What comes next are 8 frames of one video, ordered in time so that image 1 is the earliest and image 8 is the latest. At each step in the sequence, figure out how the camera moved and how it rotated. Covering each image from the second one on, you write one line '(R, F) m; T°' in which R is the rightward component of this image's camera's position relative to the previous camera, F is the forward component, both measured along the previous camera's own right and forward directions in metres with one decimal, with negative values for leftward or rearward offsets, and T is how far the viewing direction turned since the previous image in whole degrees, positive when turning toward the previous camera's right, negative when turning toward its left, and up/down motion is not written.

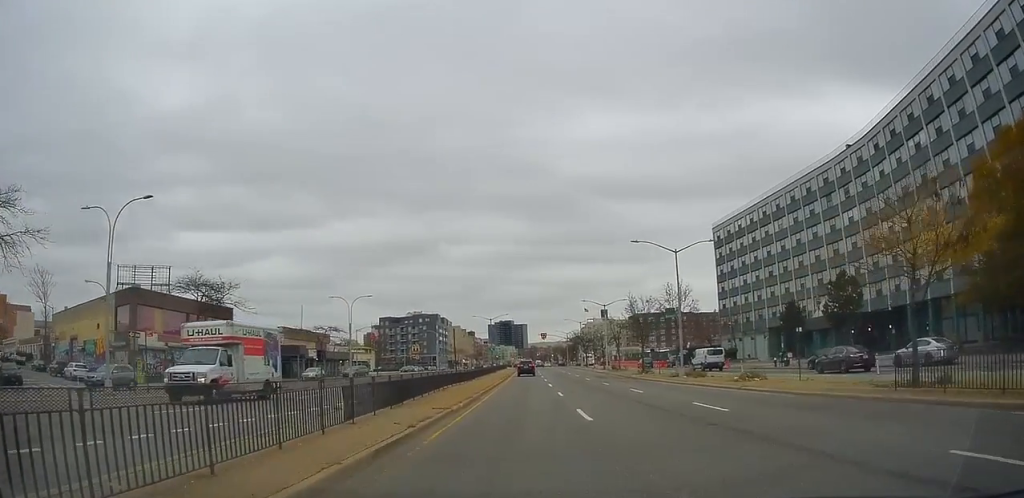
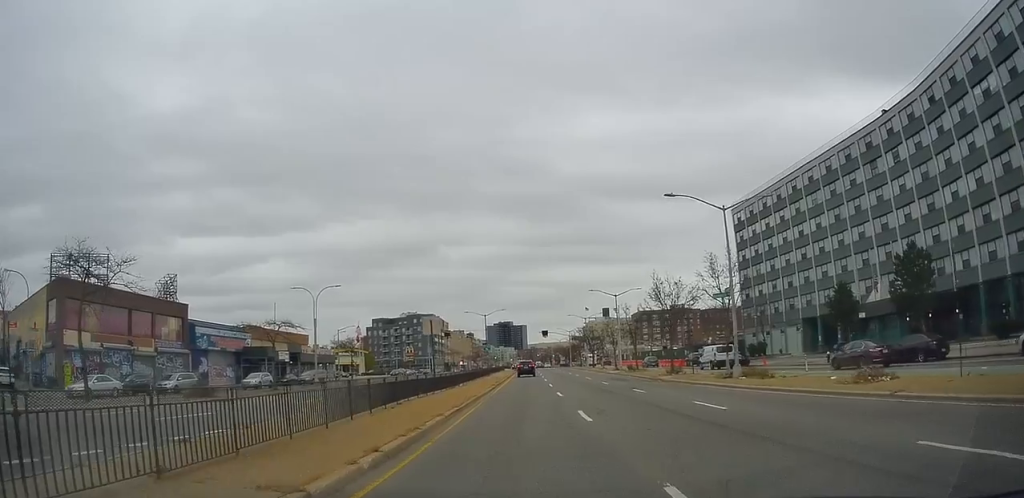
(+0.2, +10.3) m; +2°
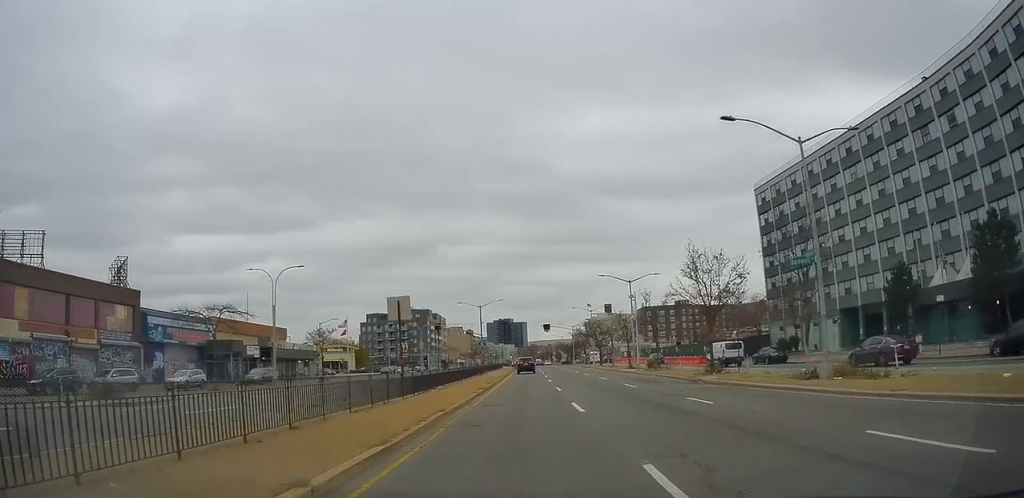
(+0.2, +8.9) m; +1°
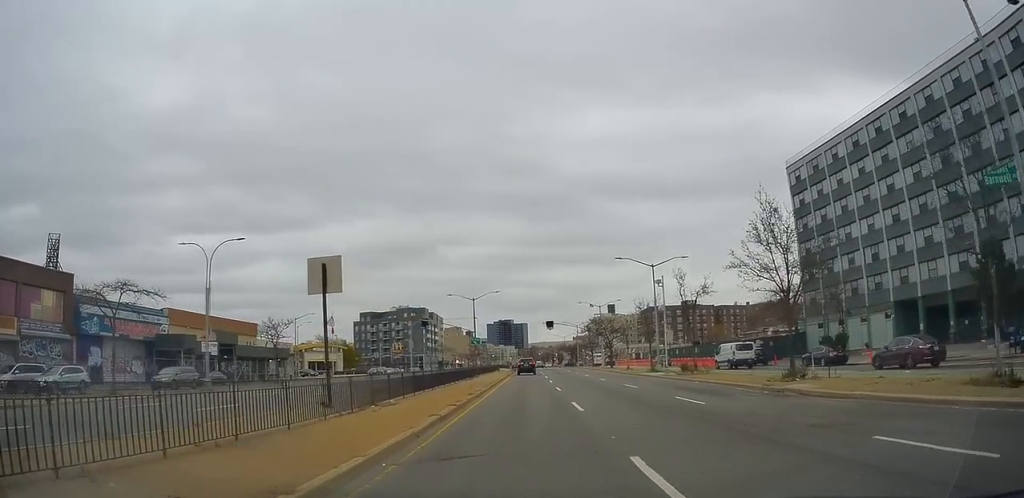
(-0.1, +10.0) m; 0°
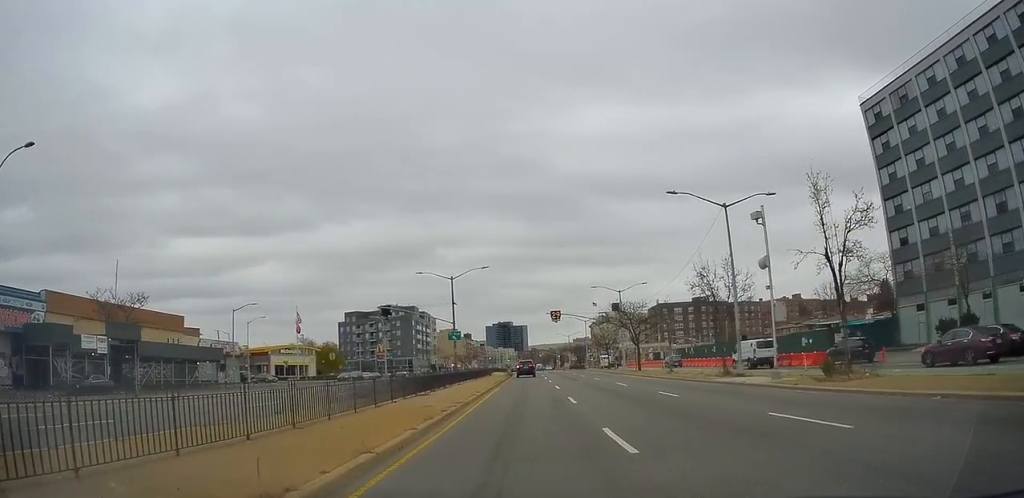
(+0.1, +17.8) m; +1°
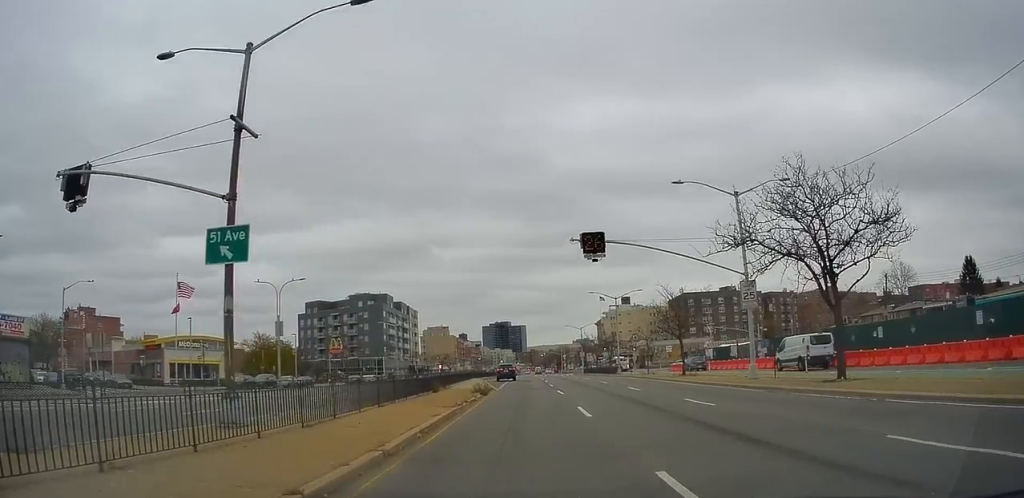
(-0.6, +35.2) m; -2°
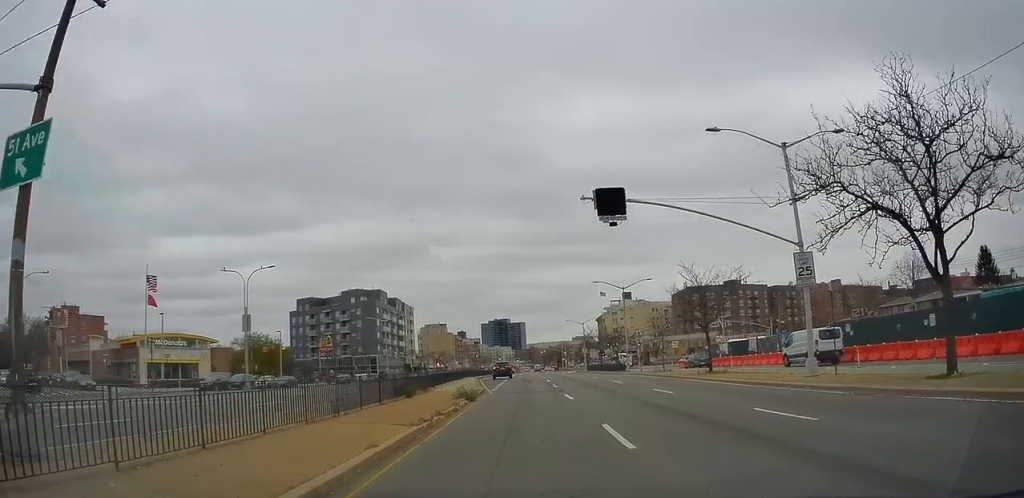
(+0.2, +5.8) m; 0°
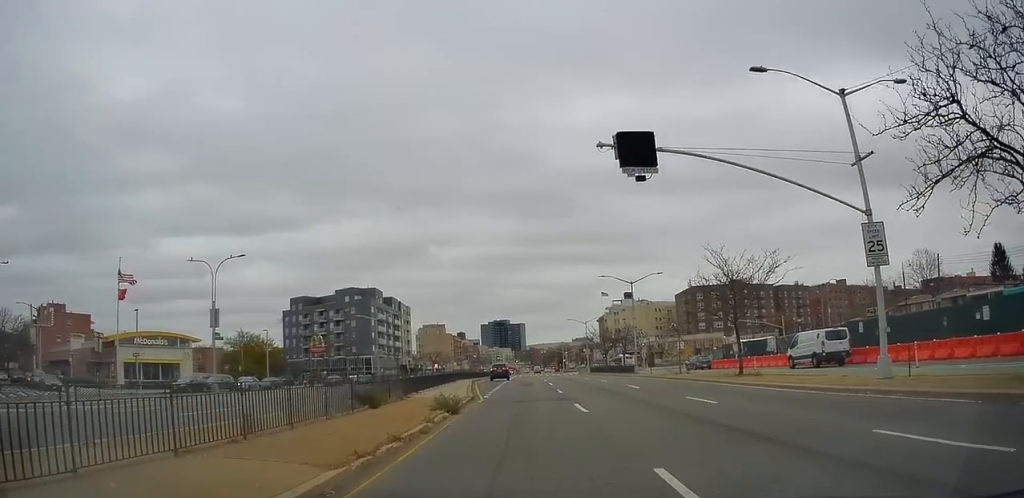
(-0.1, +4.7) m; 0°
